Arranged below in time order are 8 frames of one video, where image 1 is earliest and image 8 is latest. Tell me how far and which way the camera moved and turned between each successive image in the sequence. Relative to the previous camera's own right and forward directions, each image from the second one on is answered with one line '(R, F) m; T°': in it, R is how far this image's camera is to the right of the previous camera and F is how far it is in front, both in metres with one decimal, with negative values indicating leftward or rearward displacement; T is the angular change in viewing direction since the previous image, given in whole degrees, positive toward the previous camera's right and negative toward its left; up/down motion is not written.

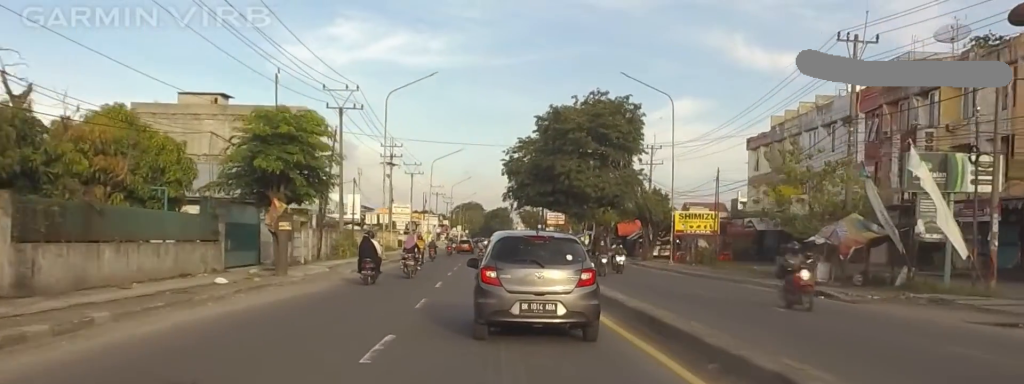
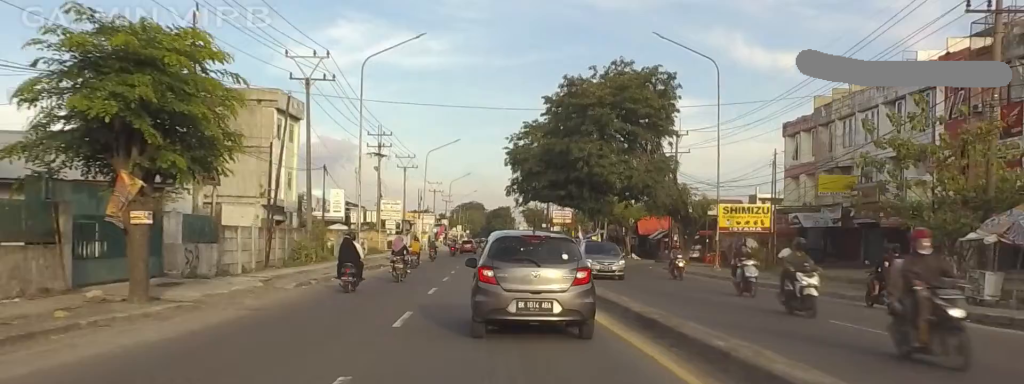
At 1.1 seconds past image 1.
(-0.7, +11.5) m; -6°
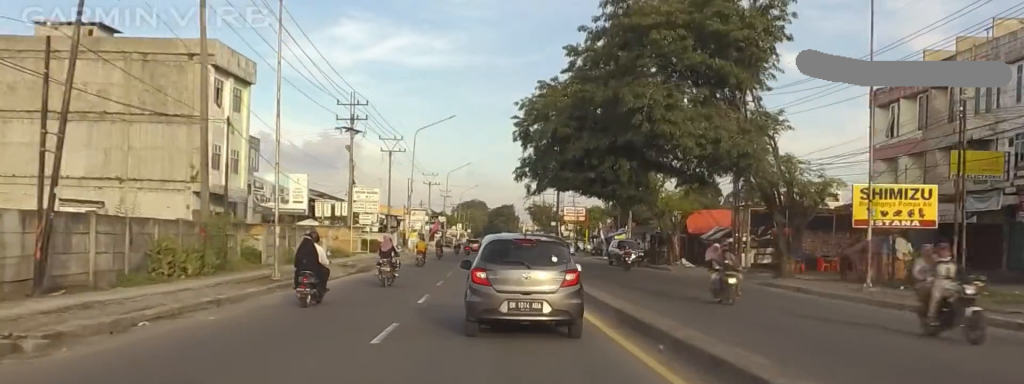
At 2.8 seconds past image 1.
(-0.7, +19.1) m; -2°
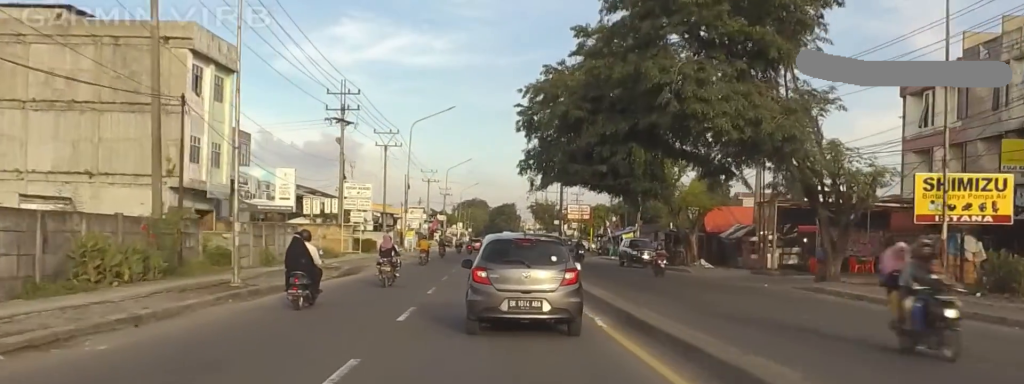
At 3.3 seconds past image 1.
(0.0, +4.9) m; 0°
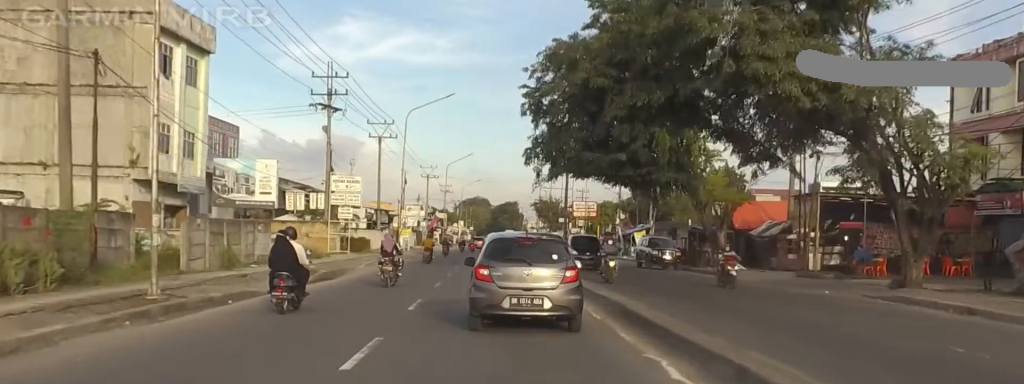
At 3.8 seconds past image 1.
(0.0, +6.1) m; 0°
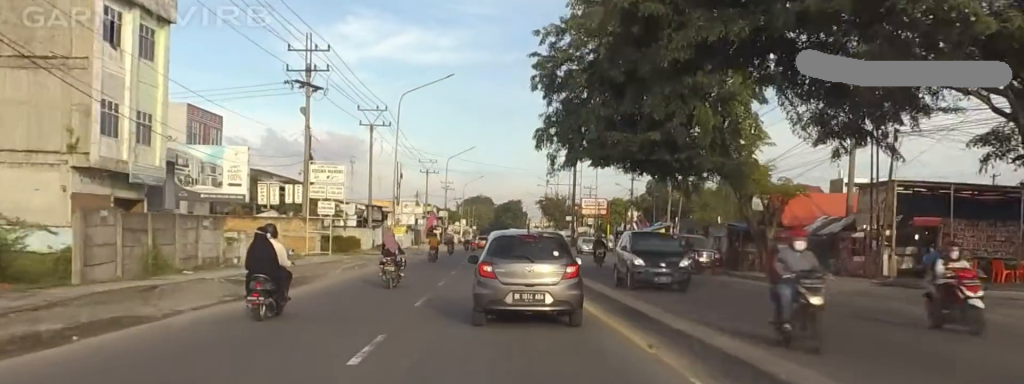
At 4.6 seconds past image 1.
(0.0, +7.8) m; 0°
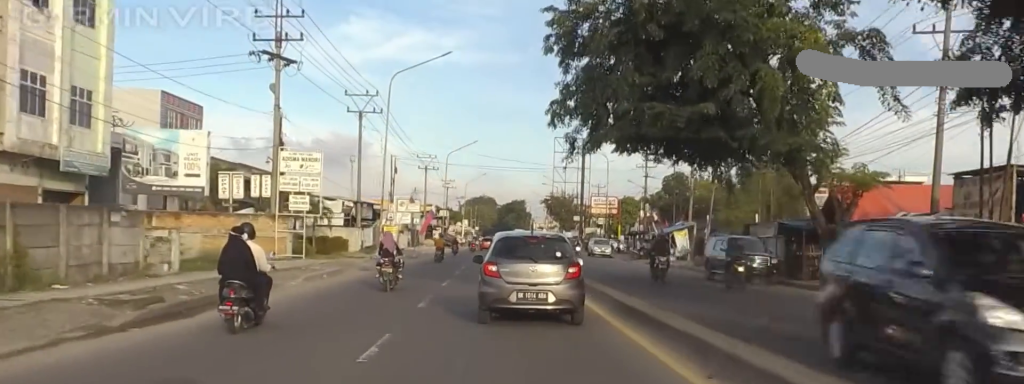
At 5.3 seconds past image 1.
(0.0, +7.9) m; 0°
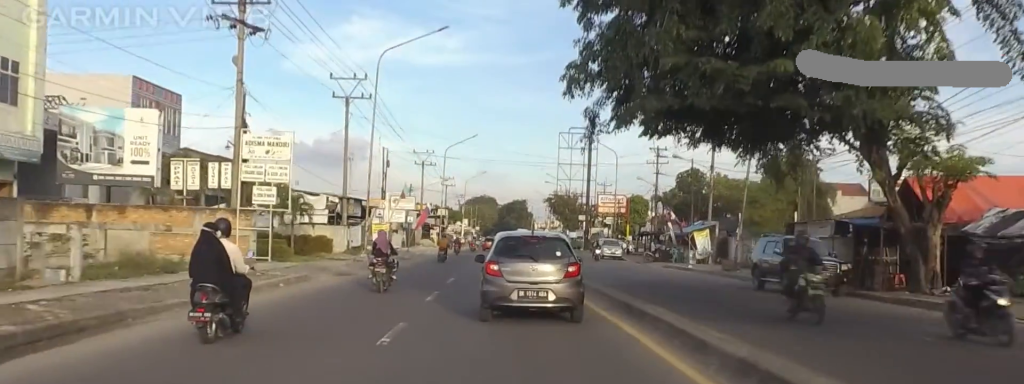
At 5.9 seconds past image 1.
(0.0, +6.5) m; 0°
